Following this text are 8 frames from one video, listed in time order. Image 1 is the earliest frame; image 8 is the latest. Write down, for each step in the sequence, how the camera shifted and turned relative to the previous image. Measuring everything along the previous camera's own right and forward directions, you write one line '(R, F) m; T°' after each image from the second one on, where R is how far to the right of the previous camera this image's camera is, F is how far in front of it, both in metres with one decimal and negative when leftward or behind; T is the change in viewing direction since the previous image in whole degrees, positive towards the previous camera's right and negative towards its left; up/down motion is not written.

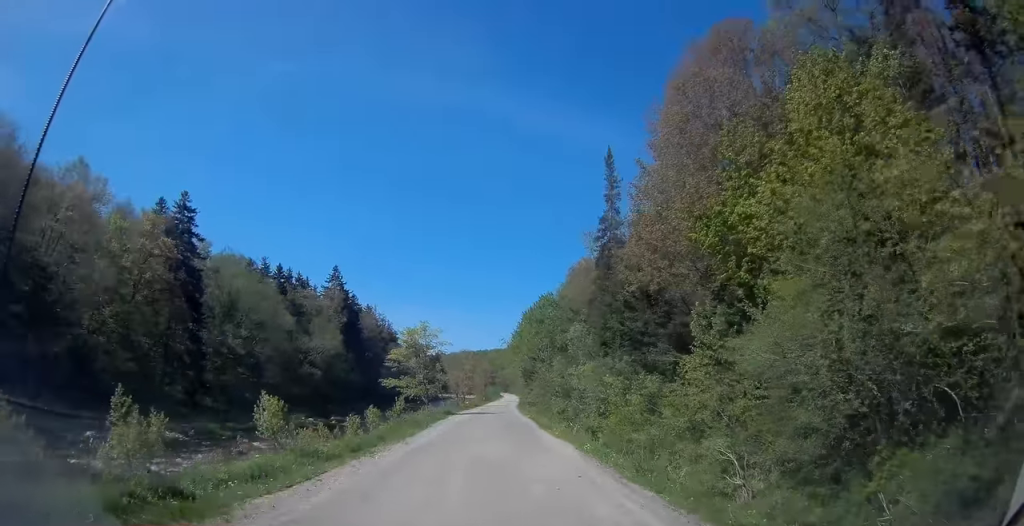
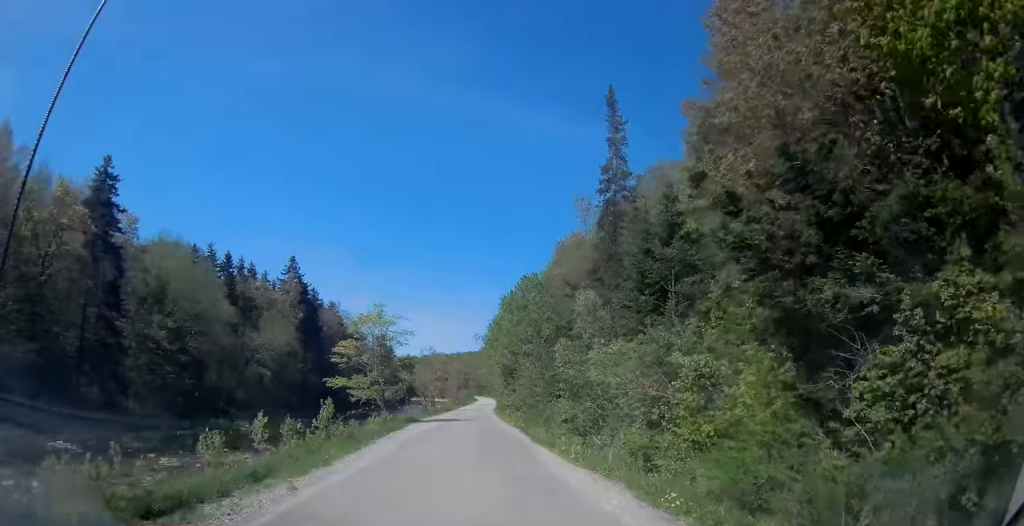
(0.0, +11.7) m; -2°
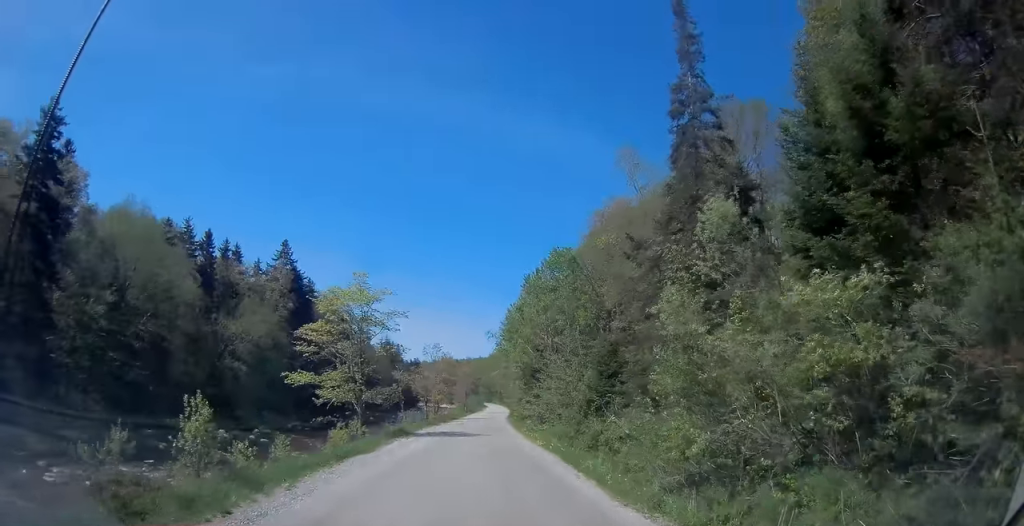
(-0.1, +11.7) m; +1°
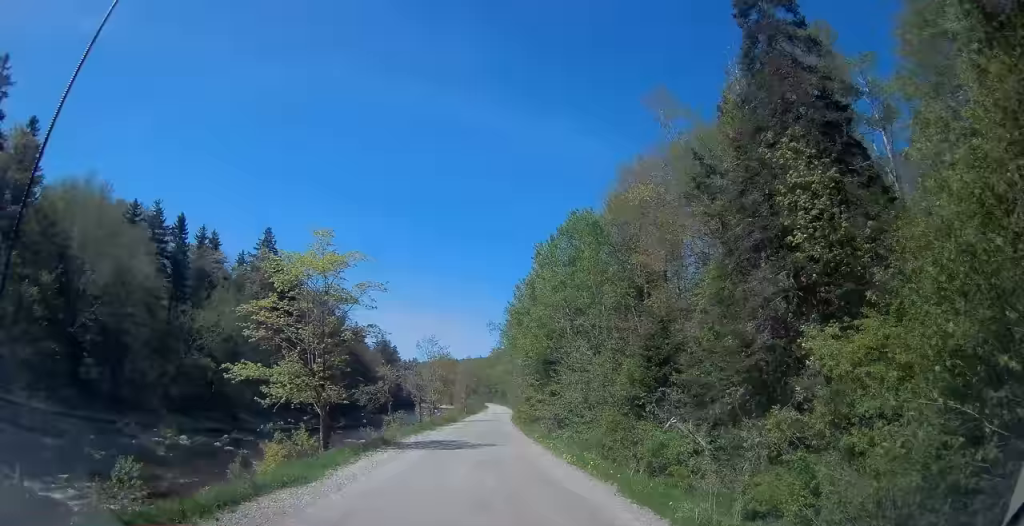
(+0.2, +8.0) m; 0°
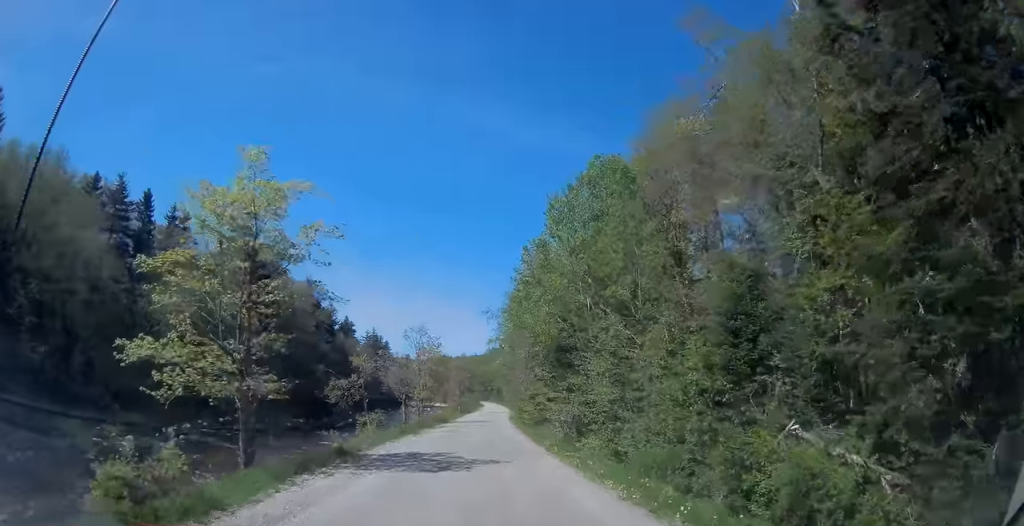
(-0.2, +7.8) m; 0°
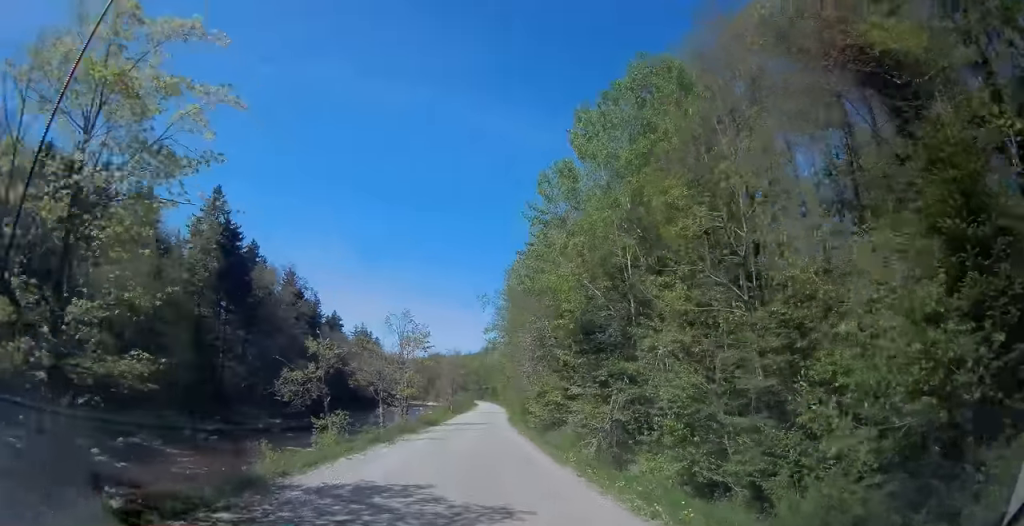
(+0.2, +8.5) m; +1°
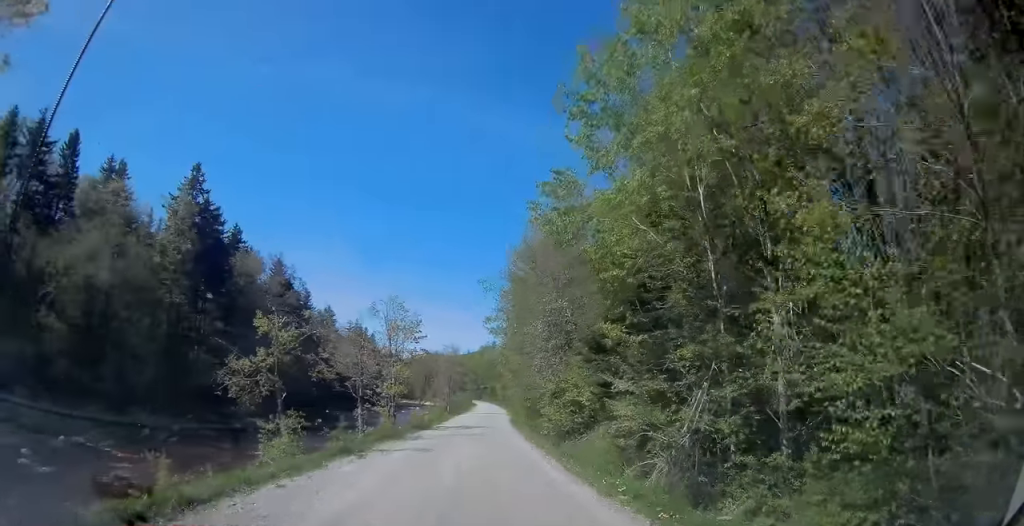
(0.0, +6.8) m; 0°
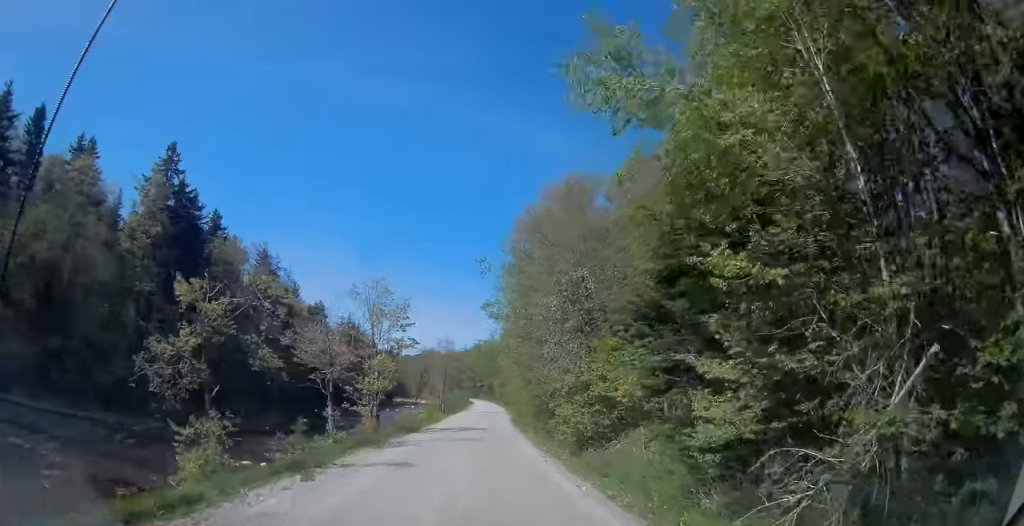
(0.0, +6.0) m; 0°
